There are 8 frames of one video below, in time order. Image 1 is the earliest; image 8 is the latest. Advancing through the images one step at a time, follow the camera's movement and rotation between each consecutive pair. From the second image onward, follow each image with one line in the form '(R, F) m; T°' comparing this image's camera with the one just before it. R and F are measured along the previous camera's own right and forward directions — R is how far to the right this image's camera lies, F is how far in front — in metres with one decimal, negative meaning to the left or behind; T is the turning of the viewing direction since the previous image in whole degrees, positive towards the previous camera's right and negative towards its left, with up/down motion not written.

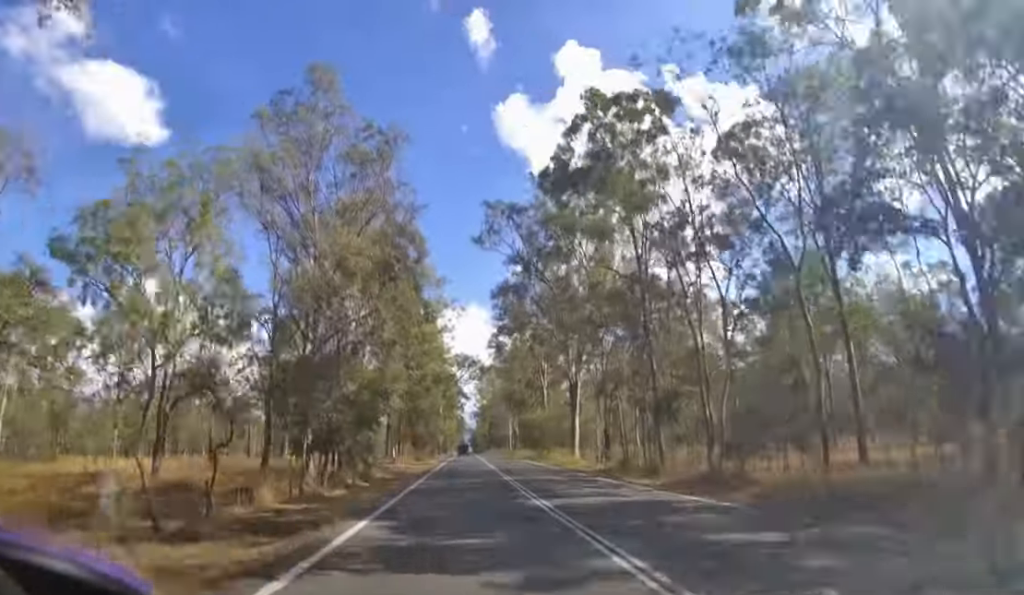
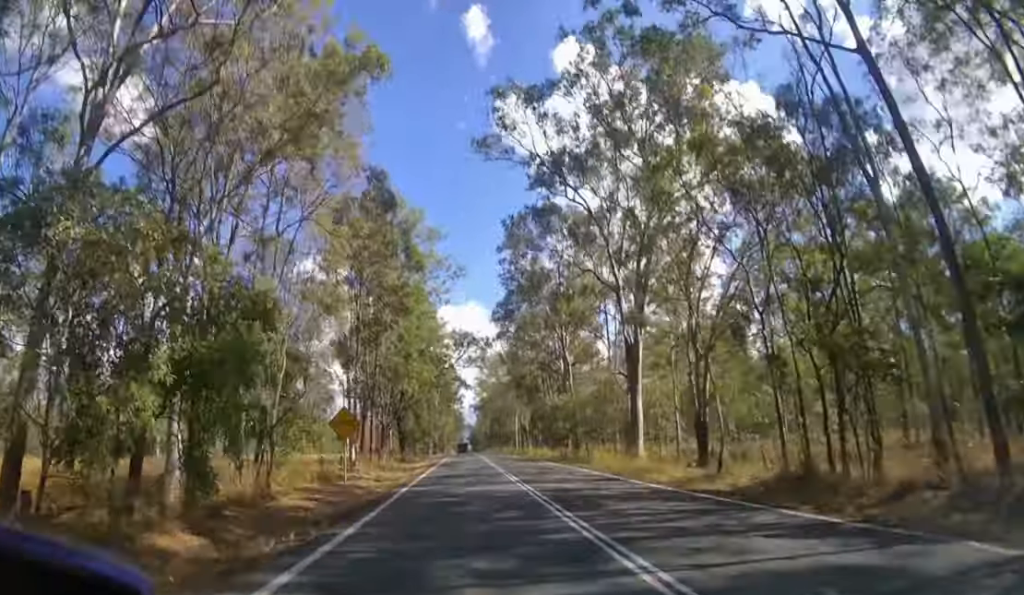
(0.0, +15.6) m; 0°
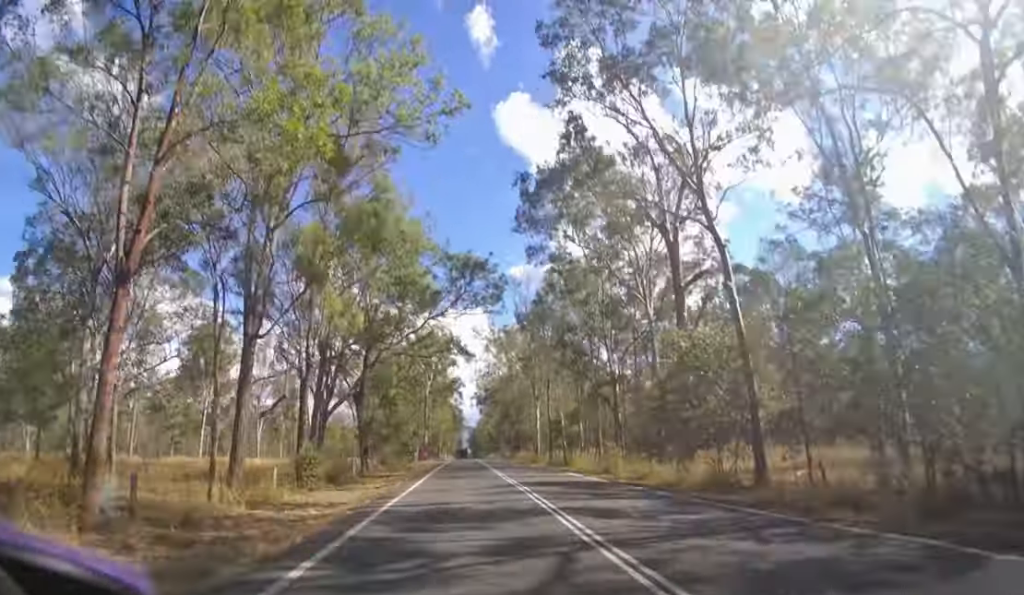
(0.0, +25.1) m; 0°
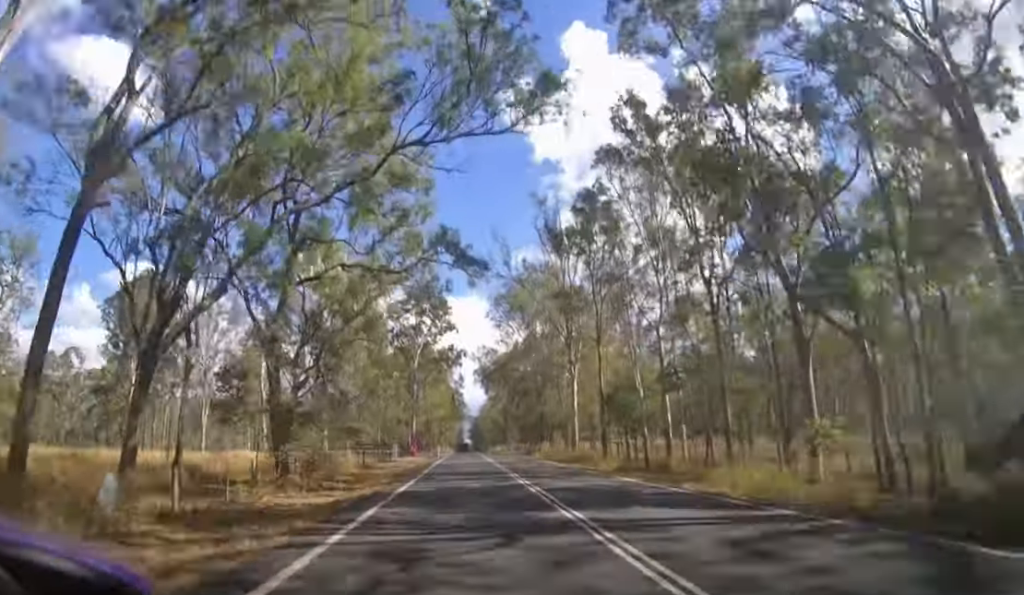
(0.0, +18.4) m; 0°
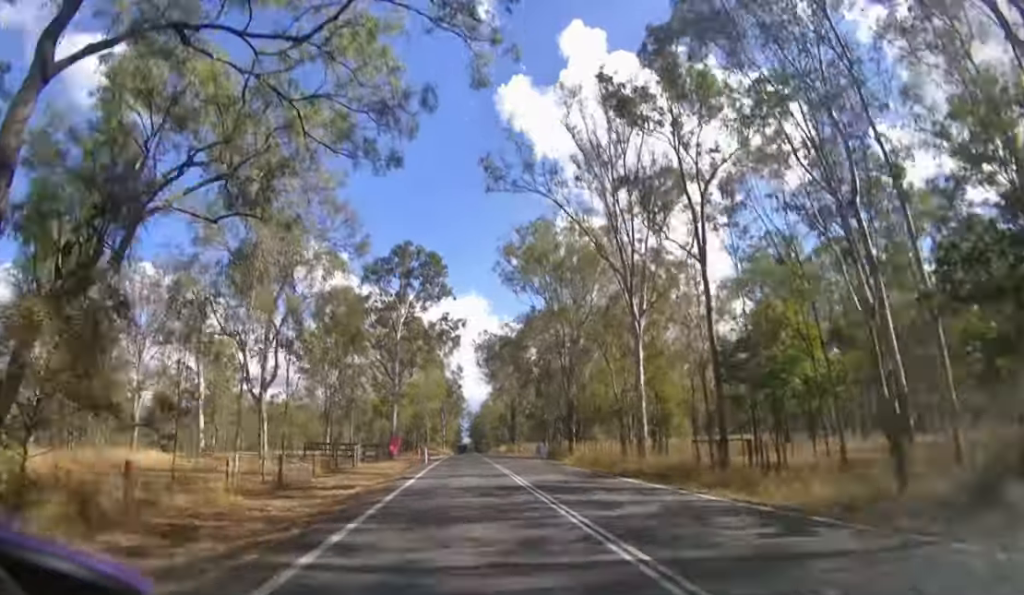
(0.0, +14.5) m; 0°
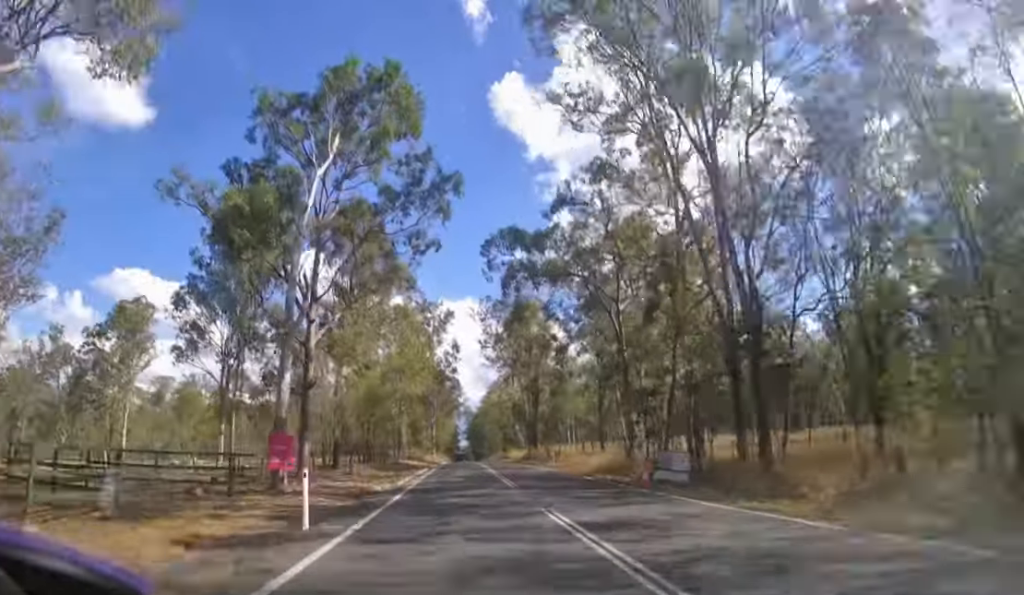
(+0.1, +25.4) m; 0°
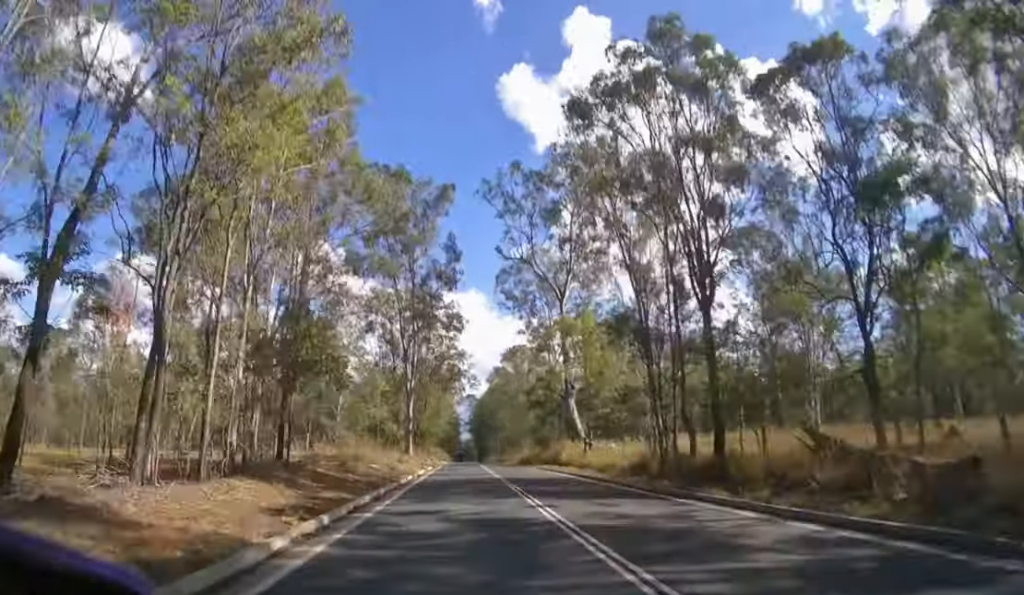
(-0.1, +38.6) m; 0°
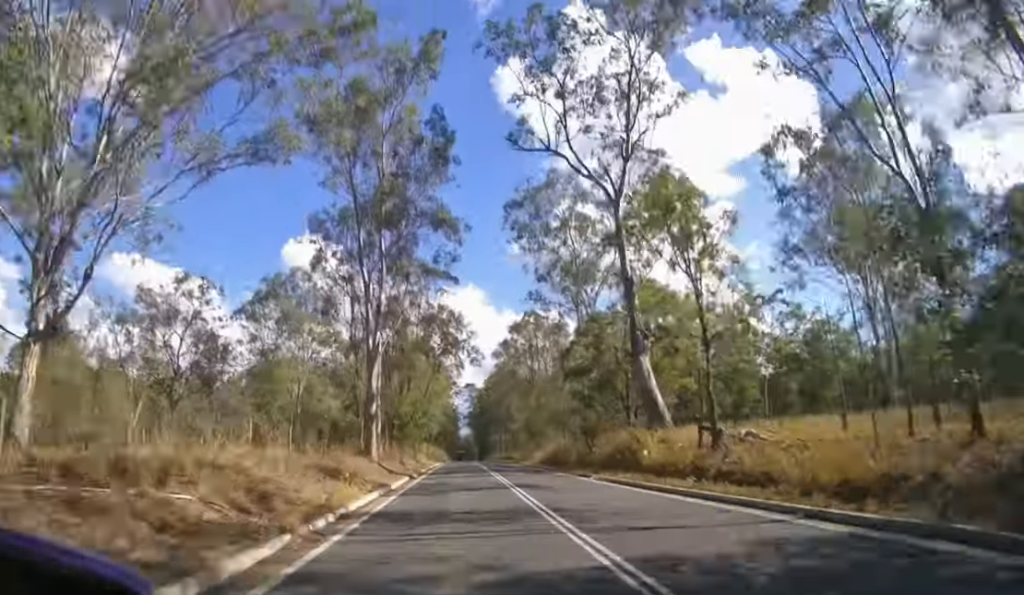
(0.0, +18.8) m; 0°
